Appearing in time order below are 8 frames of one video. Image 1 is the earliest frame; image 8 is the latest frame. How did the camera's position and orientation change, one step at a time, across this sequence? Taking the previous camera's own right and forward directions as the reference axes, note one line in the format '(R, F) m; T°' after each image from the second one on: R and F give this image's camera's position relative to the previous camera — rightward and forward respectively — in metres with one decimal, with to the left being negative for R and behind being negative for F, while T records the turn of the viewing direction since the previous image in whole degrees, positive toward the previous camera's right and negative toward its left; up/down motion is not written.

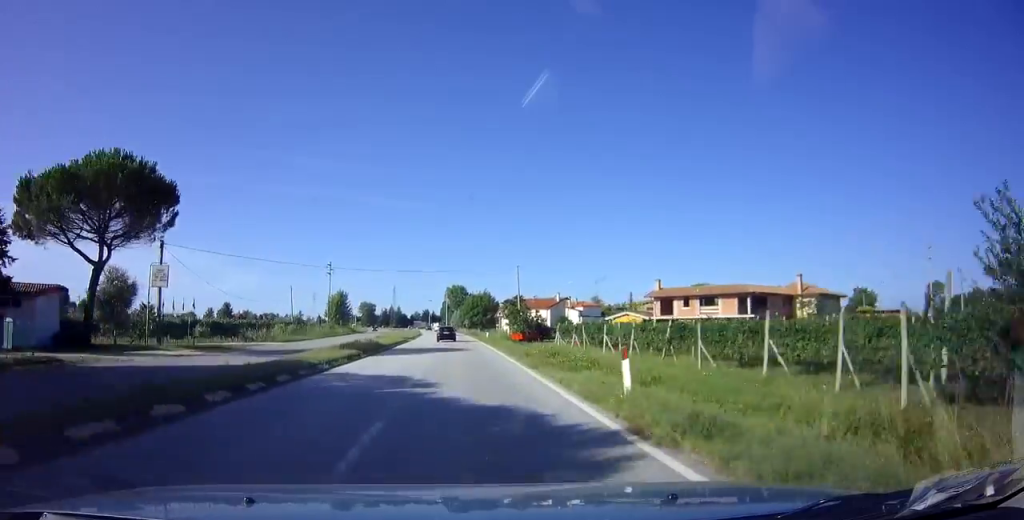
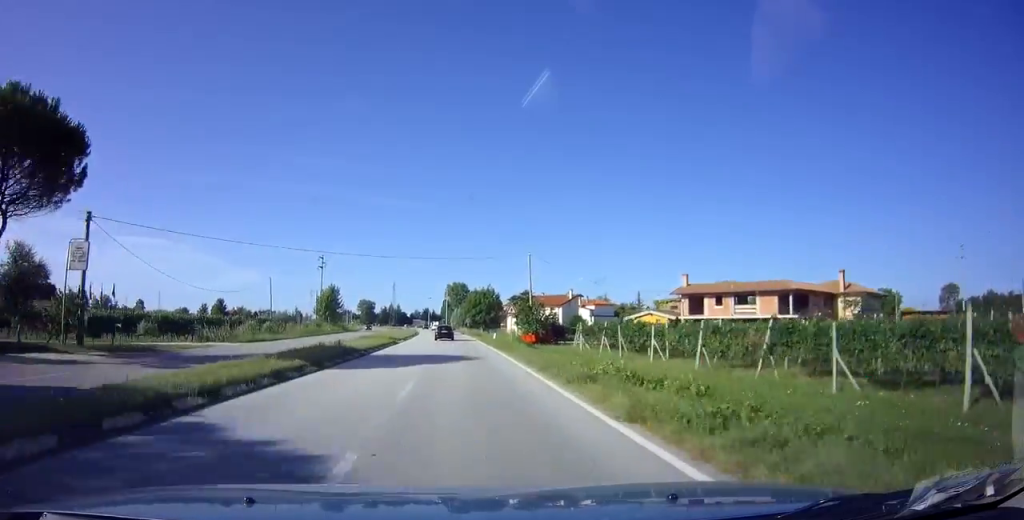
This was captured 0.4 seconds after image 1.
(+0.1, +9.3) m; 0°
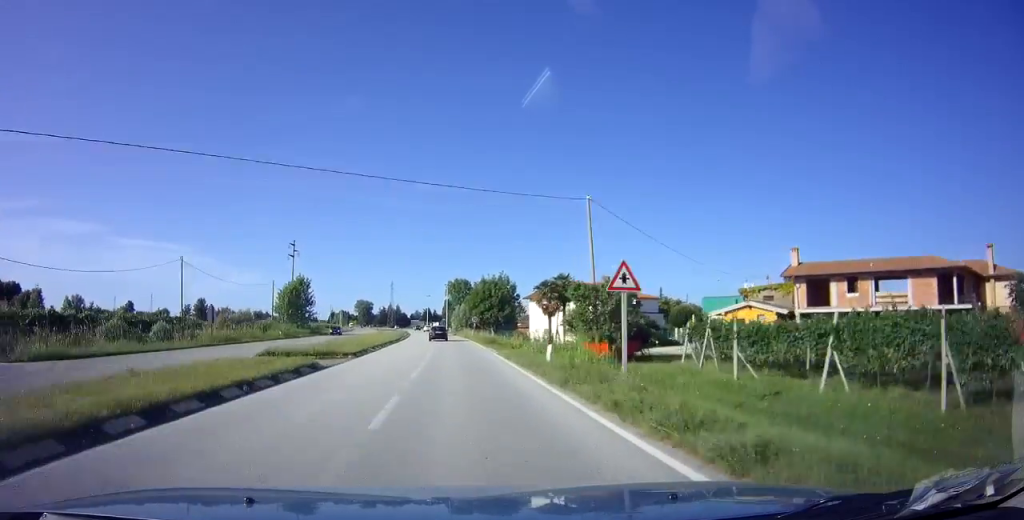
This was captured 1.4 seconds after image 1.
(-0.2, +24.0) m; -1°
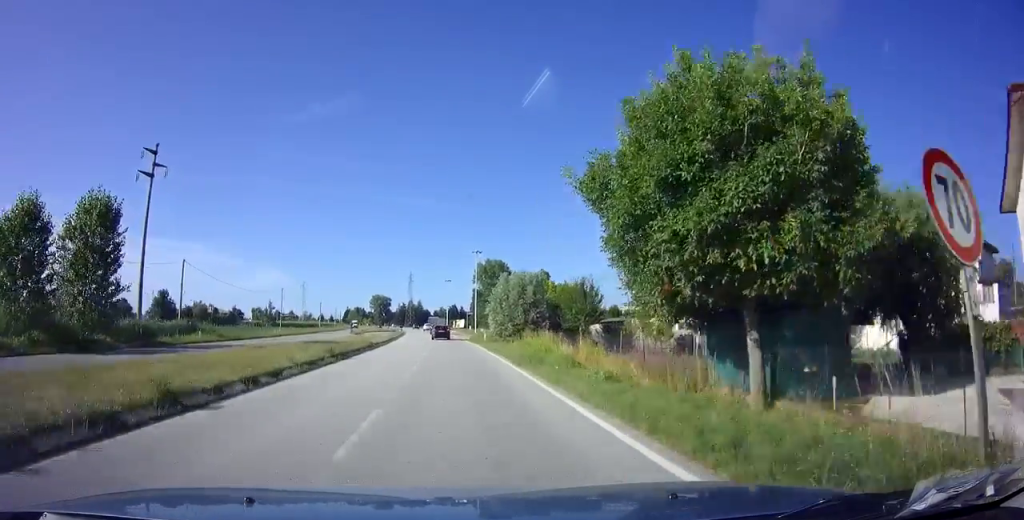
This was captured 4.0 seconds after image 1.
(-1.1, +59.0) m; -2°
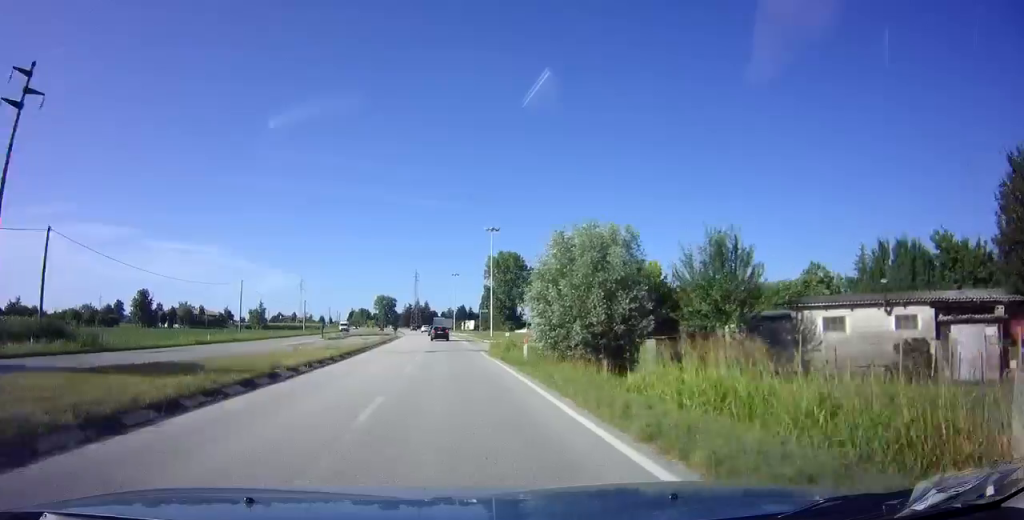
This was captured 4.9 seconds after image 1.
(-0.2, +19.8) m; -1°
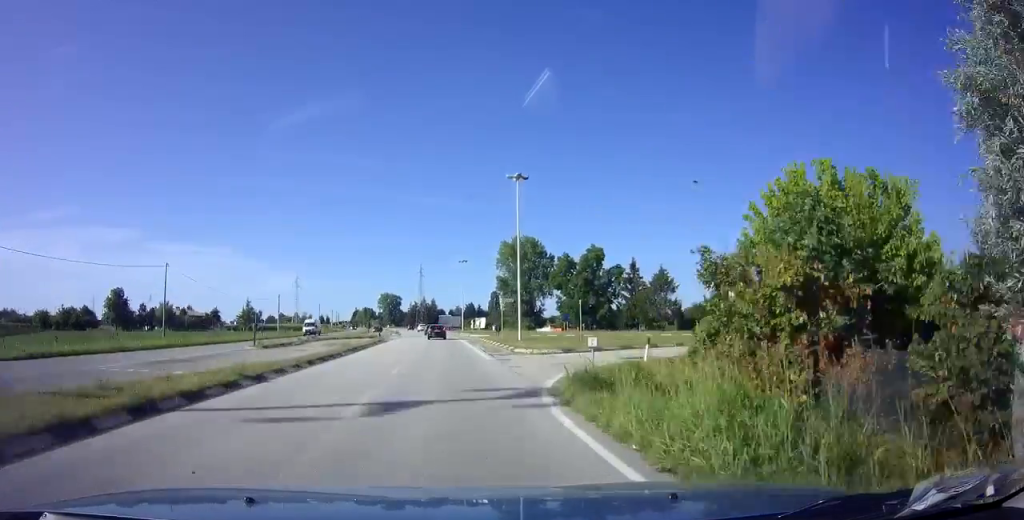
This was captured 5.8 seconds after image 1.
(-0.2, +21.2) m; -1°
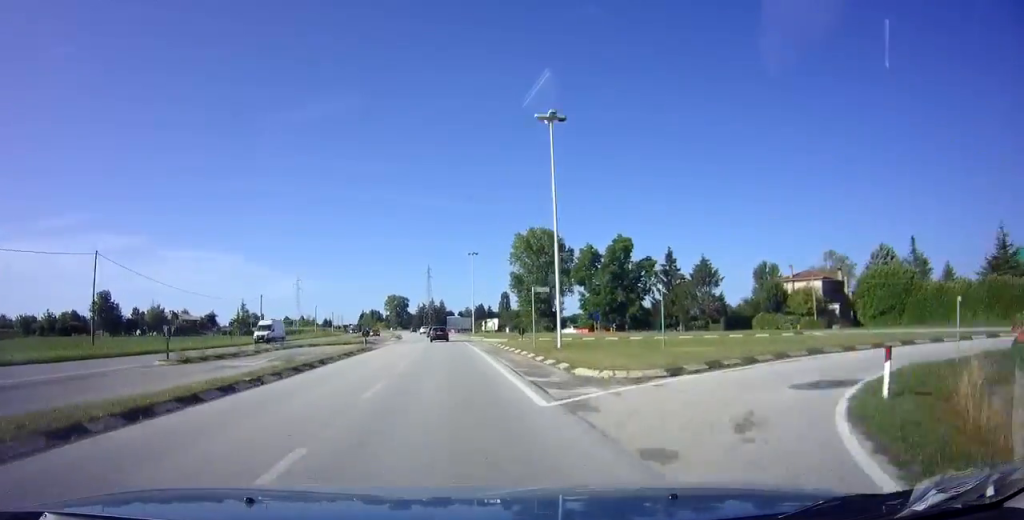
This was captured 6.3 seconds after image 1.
(0.0, +12.0) m; -1°
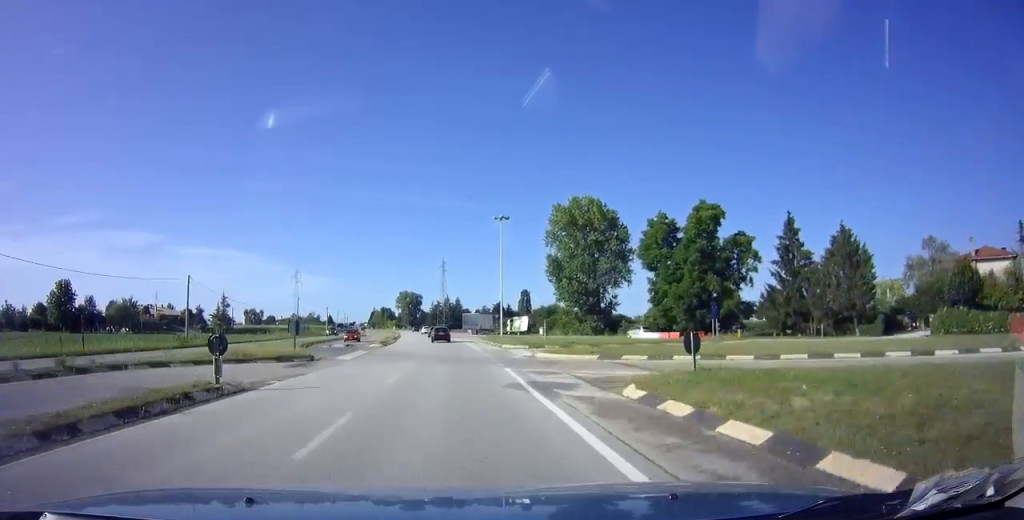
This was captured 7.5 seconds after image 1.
(-0.4, +26.2) m; -2°
